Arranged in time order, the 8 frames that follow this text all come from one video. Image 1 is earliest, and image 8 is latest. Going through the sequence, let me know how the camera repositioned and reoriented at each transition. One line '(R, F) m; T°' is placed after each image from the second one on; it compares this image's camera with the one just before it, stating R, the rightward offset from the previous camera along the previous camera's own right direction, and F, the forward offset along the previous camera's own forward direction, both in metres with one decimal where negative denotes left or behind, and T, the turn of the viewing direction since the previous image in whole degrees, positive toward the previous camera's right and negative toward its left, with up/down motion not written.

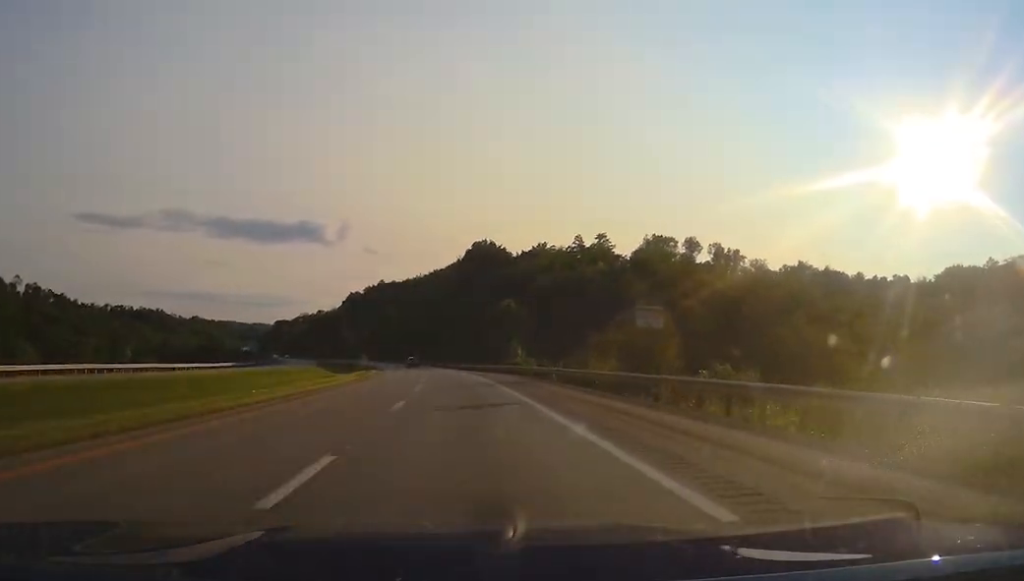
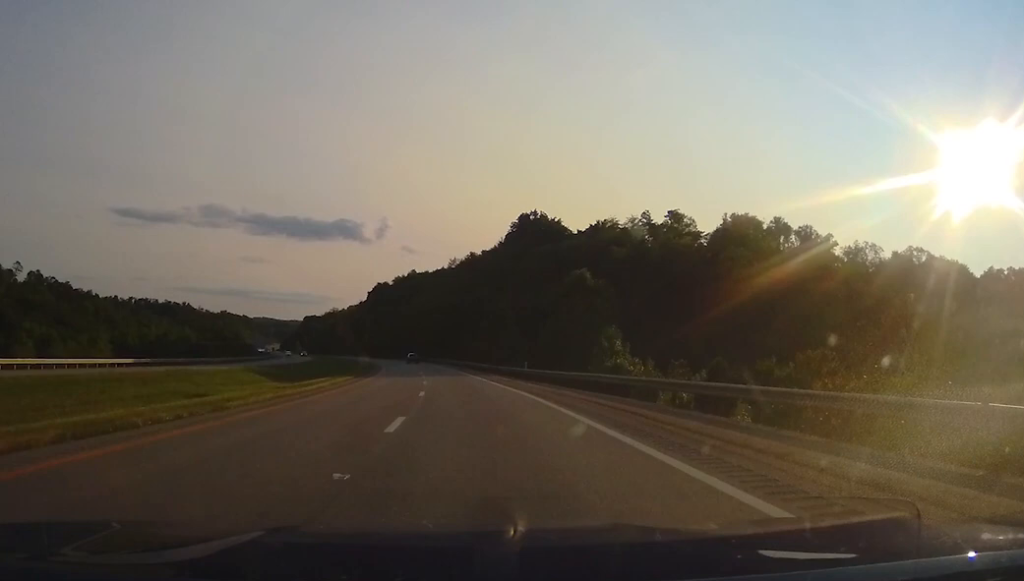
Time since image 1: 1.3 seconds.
(-1.6, +43.0) m; -3°
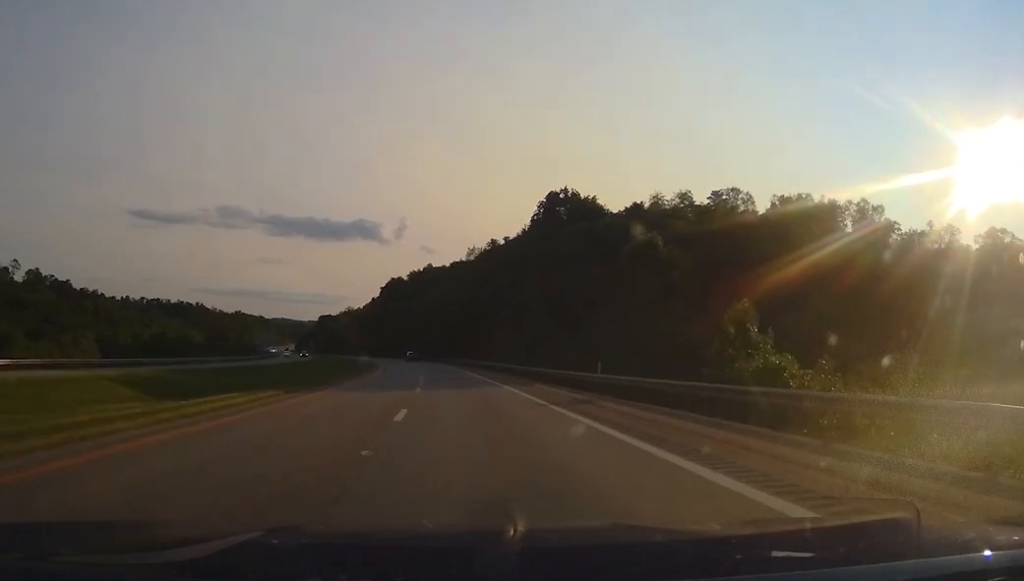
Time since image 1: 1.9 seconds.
(+0.1, +22.7) m; -1°
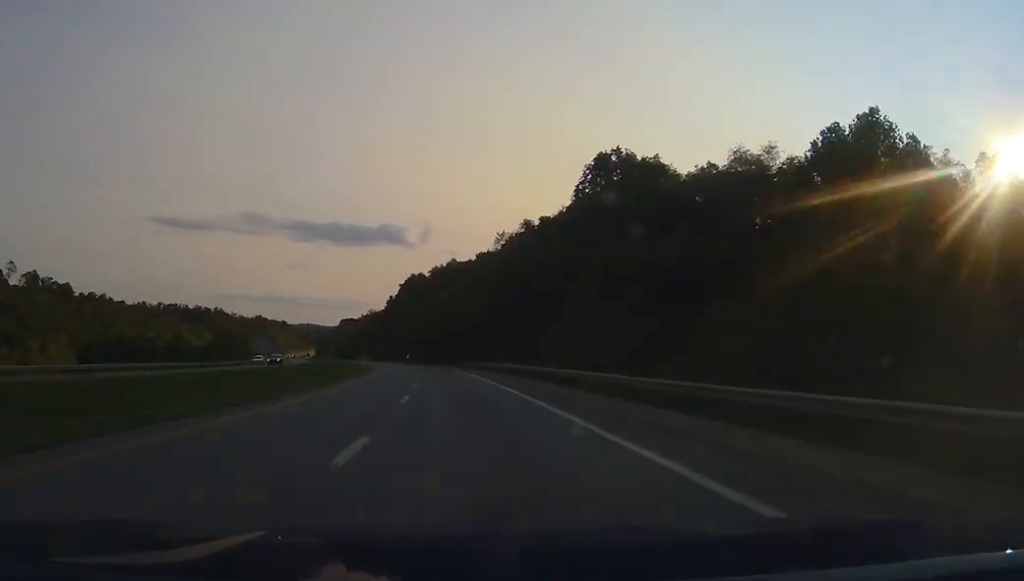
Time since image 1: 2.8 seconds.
(-0.6, +30.7) m; -3°
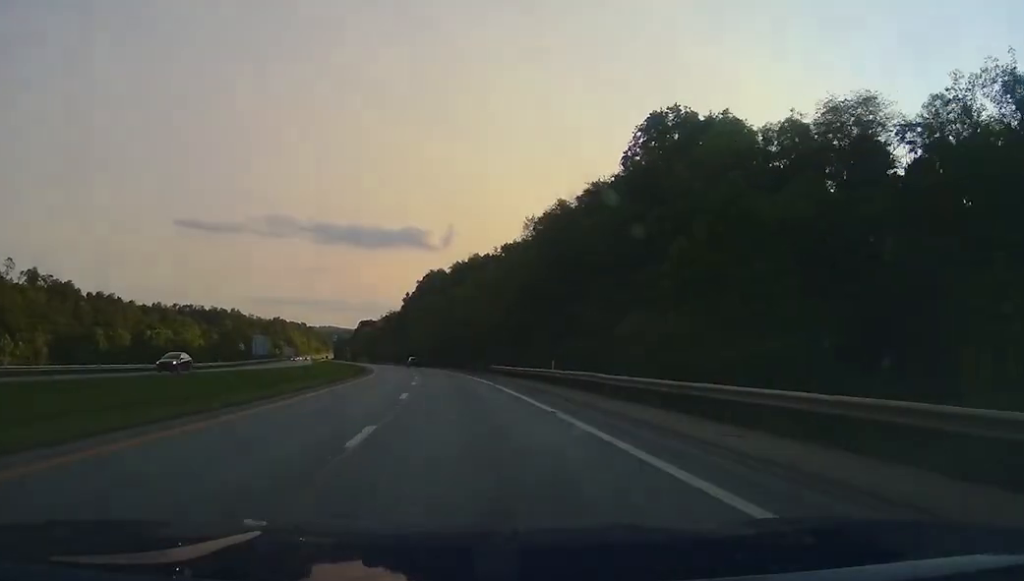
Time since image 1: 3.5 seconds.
(-0.8, +22.8) m; -1°
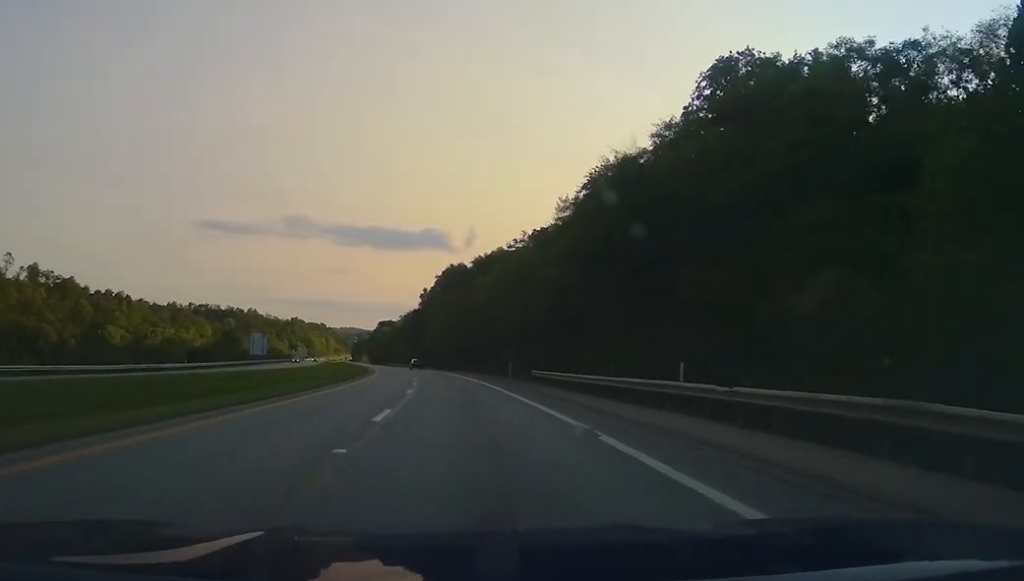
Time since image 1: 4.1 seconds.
(-0.2, +20.6) m; -1°
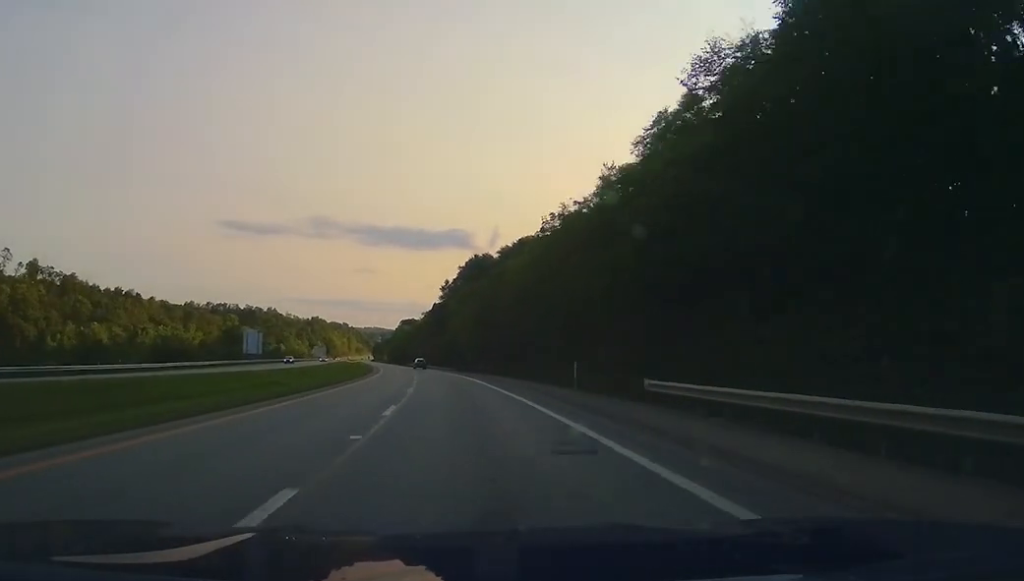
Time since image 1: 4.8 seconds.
(+0.3, +22.8) m; -2°
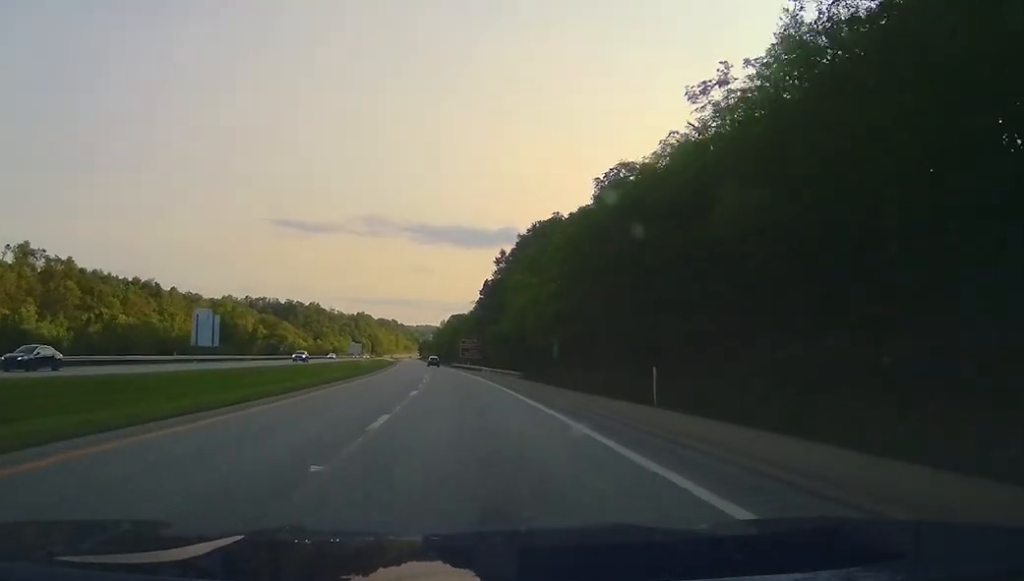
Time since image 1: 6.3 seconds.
(-2.7, +52.4) m; -5°
